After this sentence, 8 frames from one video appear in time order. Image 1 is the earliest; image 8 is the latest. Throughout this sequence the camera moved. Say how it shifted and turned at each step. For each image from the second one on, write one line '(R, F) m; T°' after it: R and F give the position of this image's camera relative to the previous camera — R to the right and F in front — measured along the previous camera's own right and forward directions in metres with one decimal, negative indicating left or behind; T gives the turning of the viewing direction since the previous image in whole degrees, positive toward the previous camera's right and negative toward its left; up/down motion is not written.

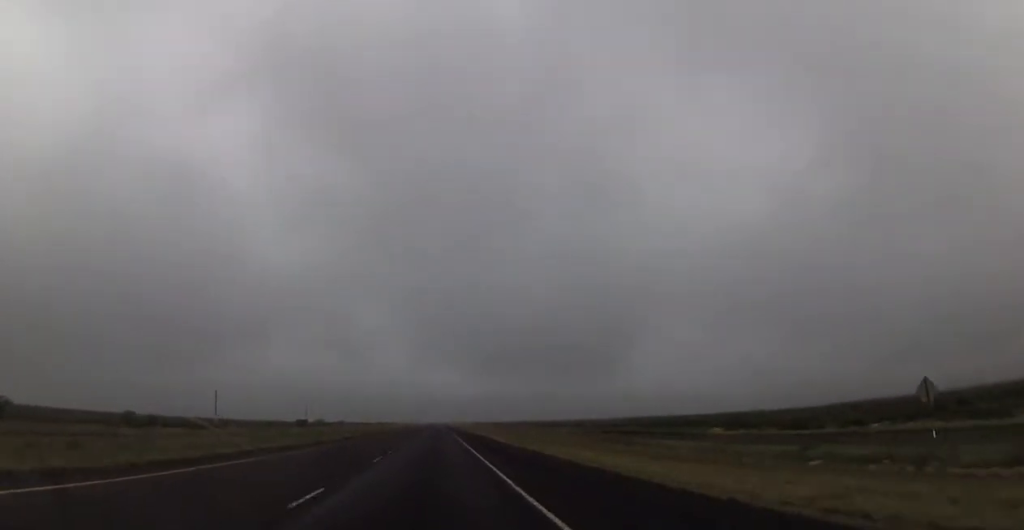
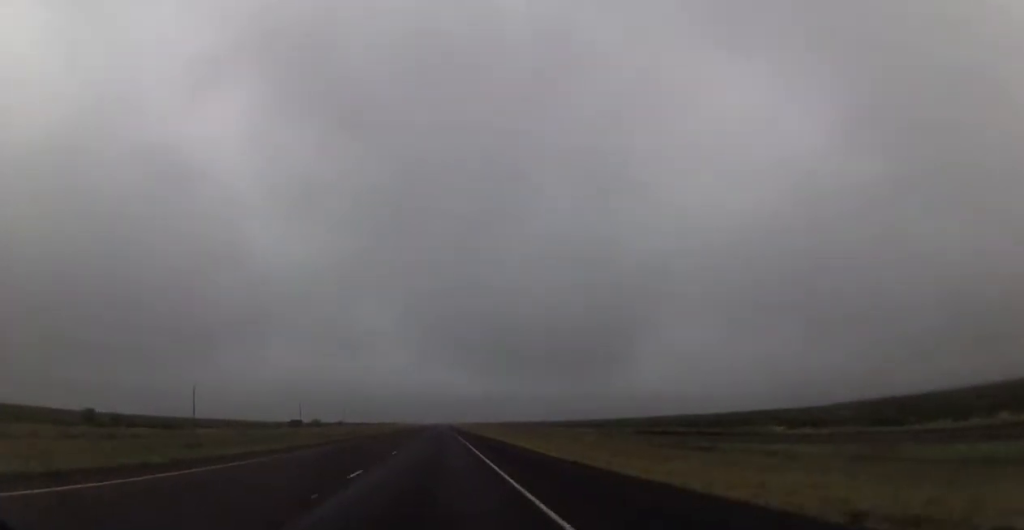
(+0.1, +18.7) m; 0°
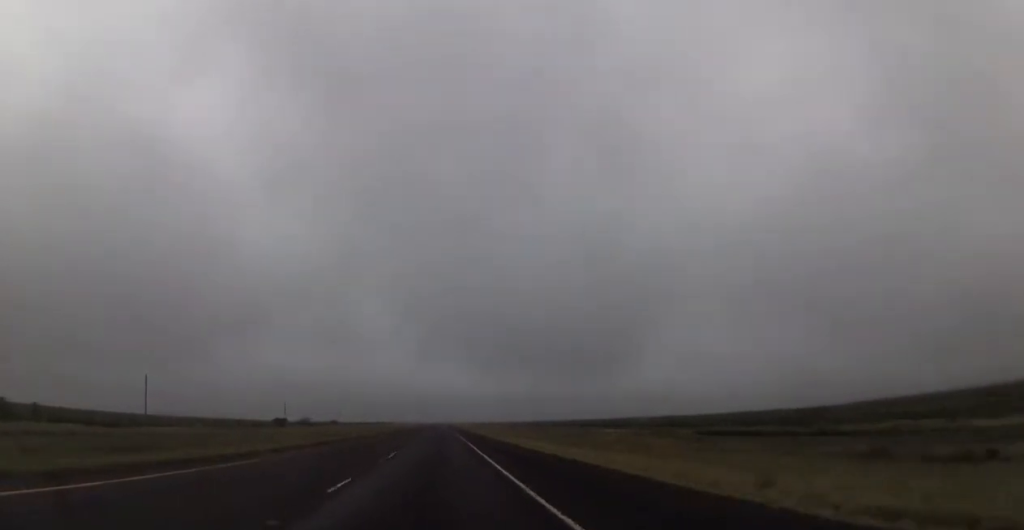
(+0.2, +28.0) m; 0°
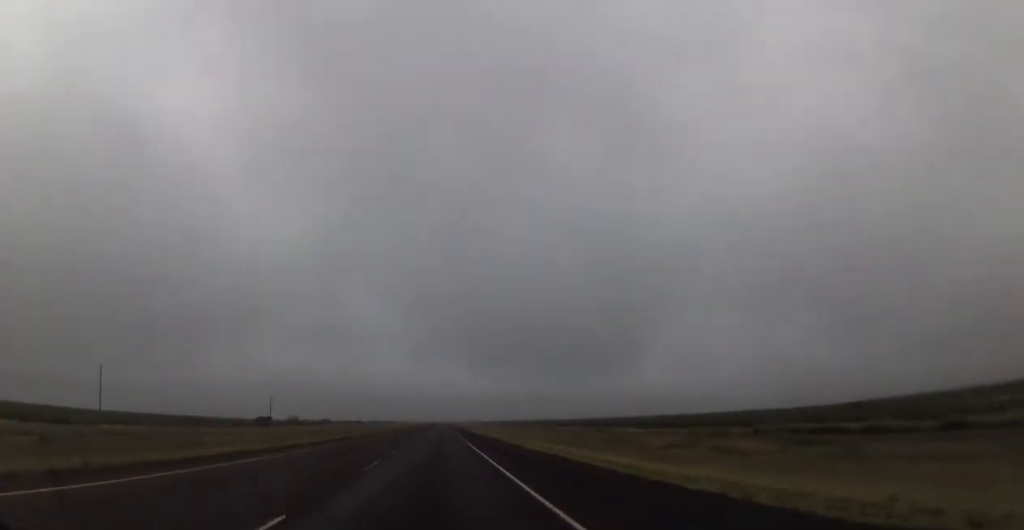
(0.0, +18.7) m; 0°
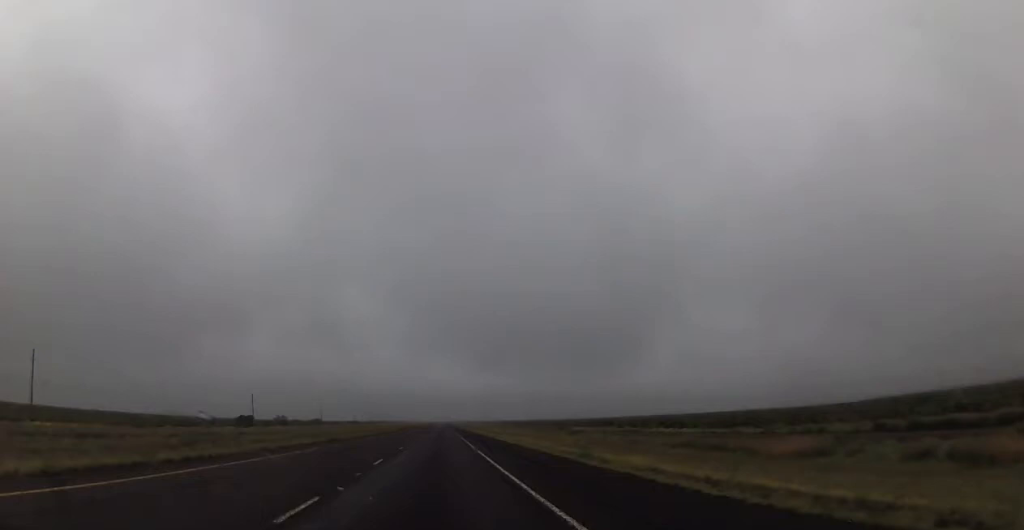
(-0.1, +22.2) m; 0°
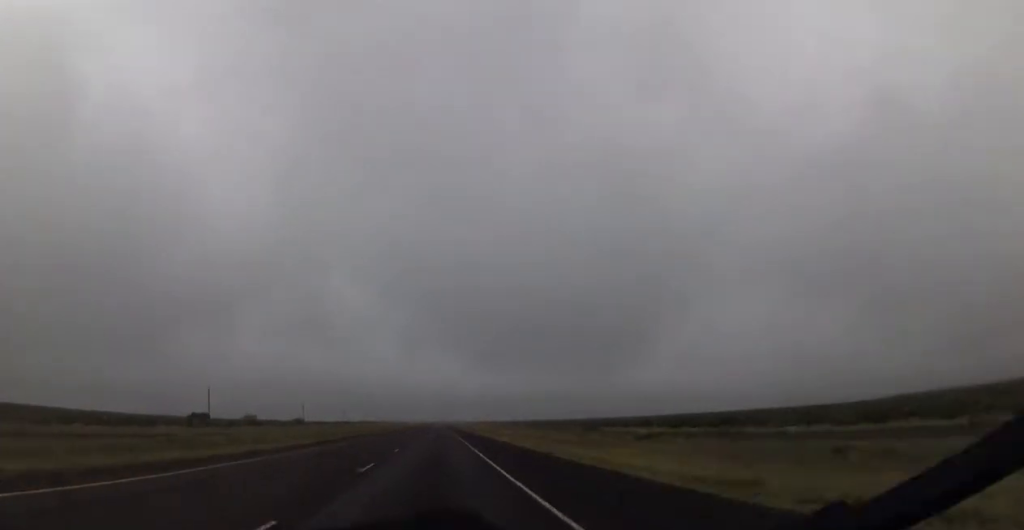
(-0.2, +39.6) m; 0°
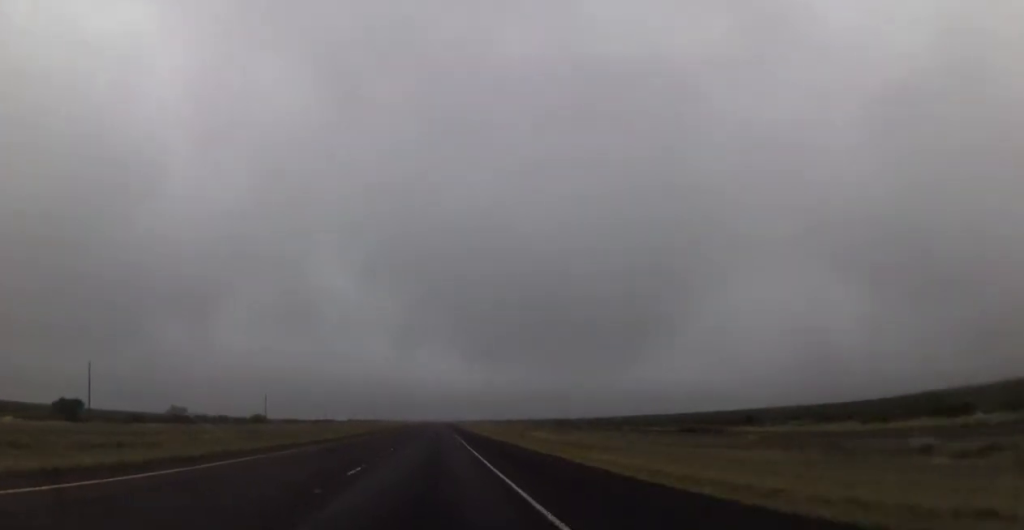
(+0.3, +62.9) m; 0°
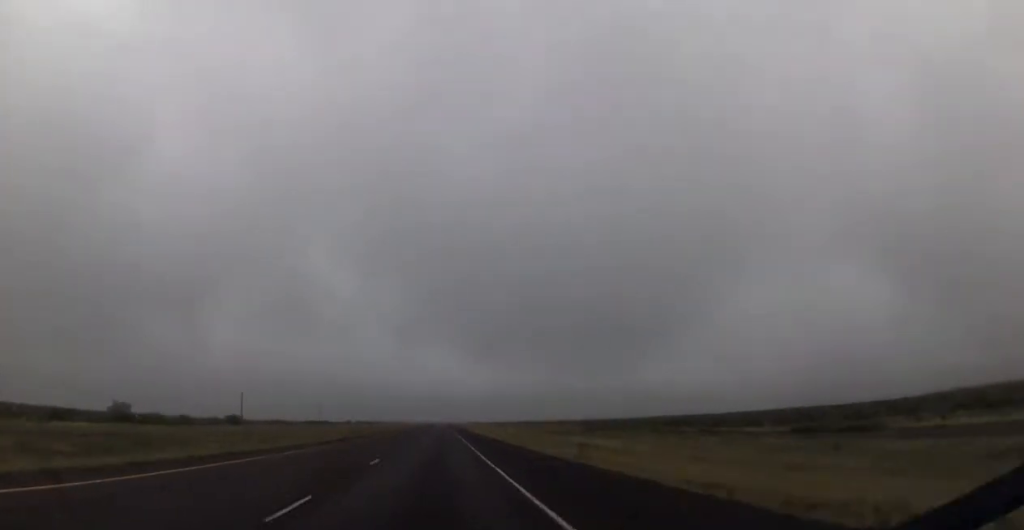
(-0.1, +32.7) m; 0°
